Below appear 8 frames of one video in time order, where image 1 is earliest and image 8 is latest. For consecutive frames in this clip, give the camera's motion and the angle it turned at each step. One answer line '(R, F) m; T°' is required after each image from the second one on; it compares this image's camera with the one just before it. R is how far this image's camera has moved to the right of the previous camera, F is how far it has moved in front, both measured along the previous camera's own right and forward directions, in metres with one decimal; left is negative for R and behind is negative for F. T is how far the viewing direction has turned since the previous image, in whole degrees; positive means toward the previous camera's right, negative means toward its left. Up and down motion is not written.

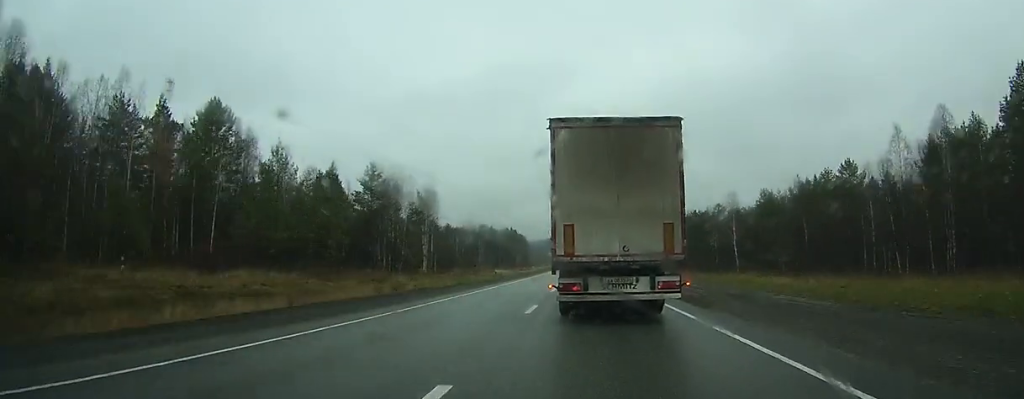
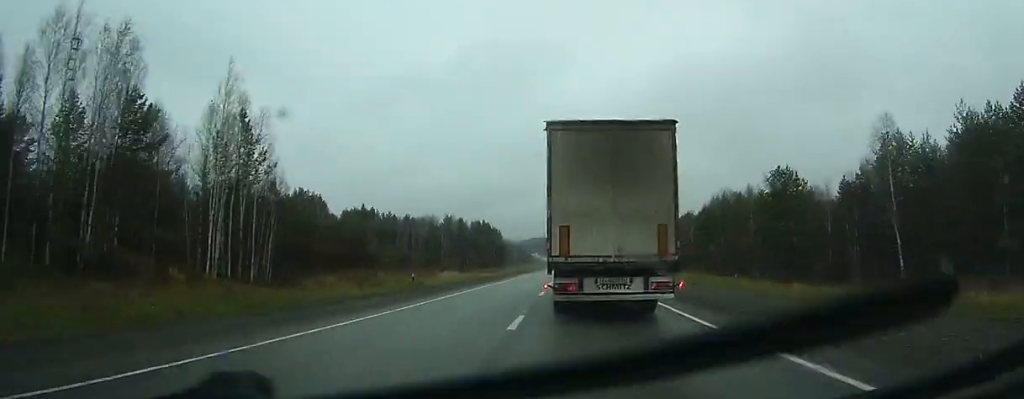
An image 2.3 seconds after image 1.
(-0.2, +51.4) m; 0°
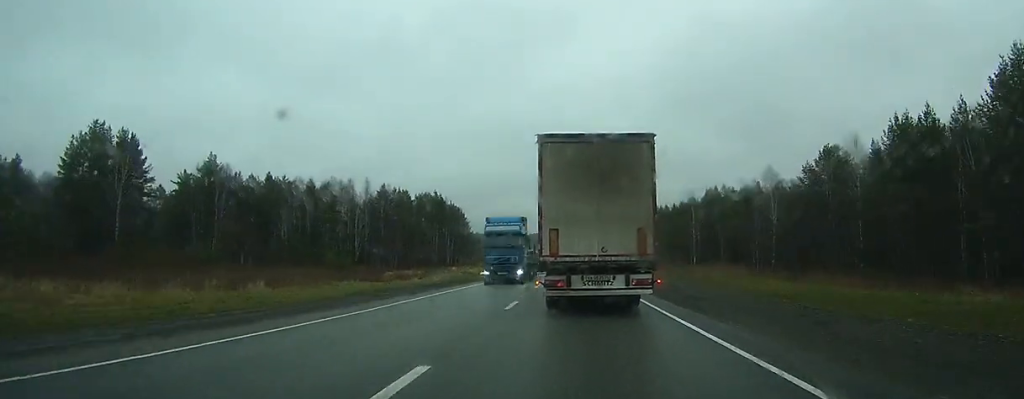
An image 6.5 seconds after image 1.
(+0.3, +91.7) m; 0°
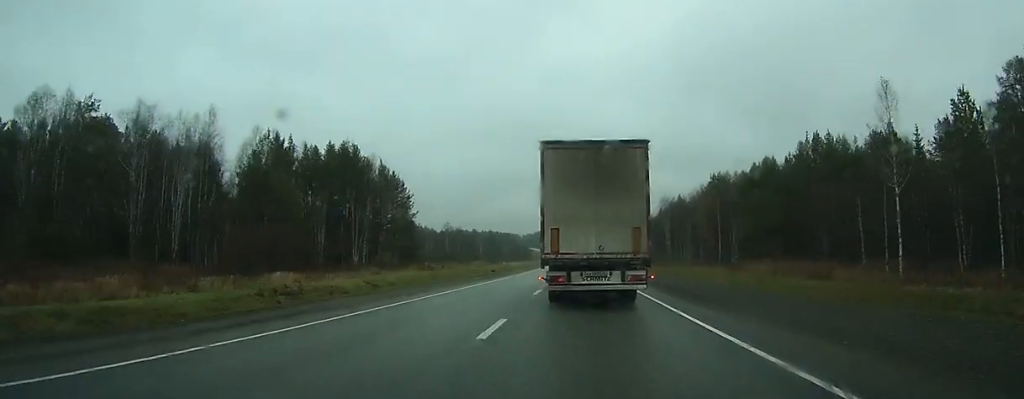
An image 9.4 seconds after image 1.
(0.0, +65.8) m; 0°
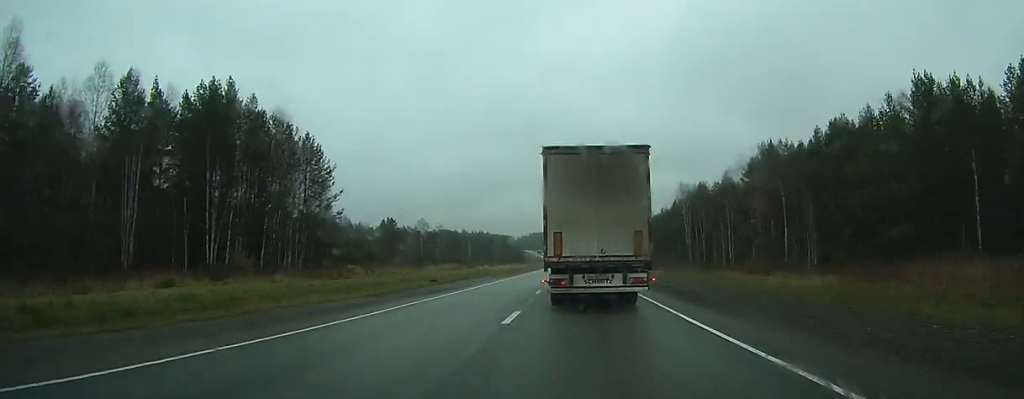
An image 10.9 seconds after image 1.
(-0.1, +33.2) m; 0°
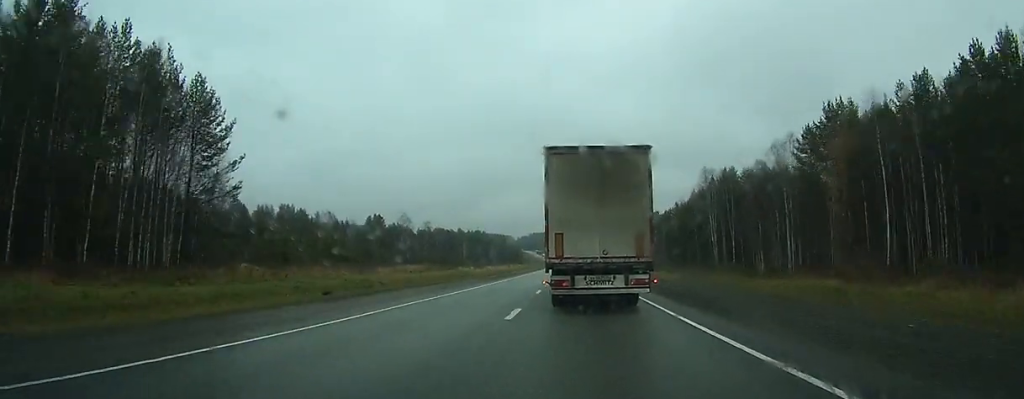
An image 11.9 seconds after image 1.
(0.0, +22.8) m; 0°
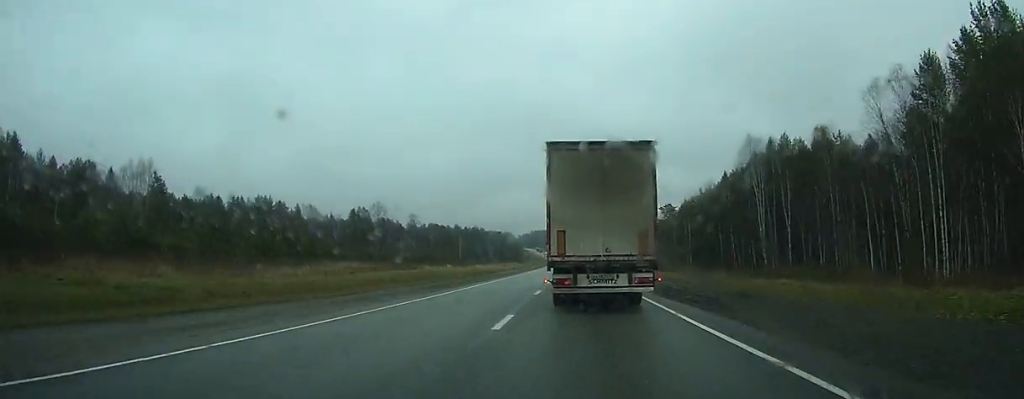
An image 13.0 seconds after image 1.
(+0.2, +25.8) m; 0°
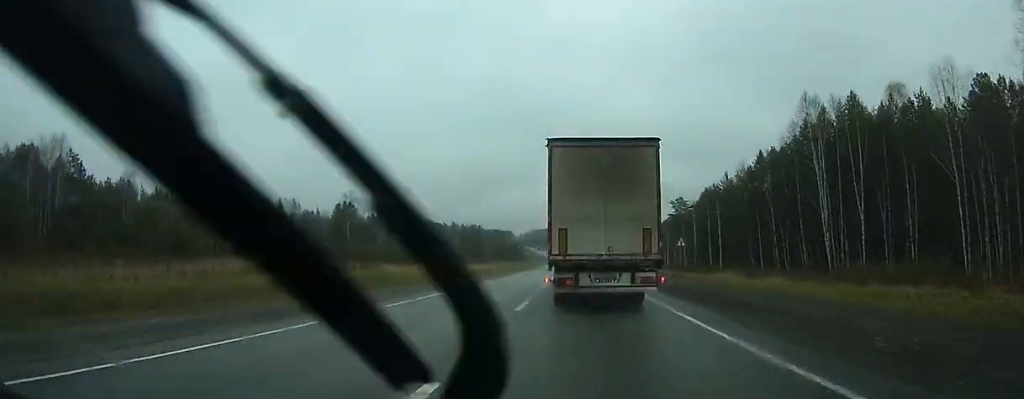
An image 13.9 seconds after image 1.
(0.0, +19.8) m; 0°
